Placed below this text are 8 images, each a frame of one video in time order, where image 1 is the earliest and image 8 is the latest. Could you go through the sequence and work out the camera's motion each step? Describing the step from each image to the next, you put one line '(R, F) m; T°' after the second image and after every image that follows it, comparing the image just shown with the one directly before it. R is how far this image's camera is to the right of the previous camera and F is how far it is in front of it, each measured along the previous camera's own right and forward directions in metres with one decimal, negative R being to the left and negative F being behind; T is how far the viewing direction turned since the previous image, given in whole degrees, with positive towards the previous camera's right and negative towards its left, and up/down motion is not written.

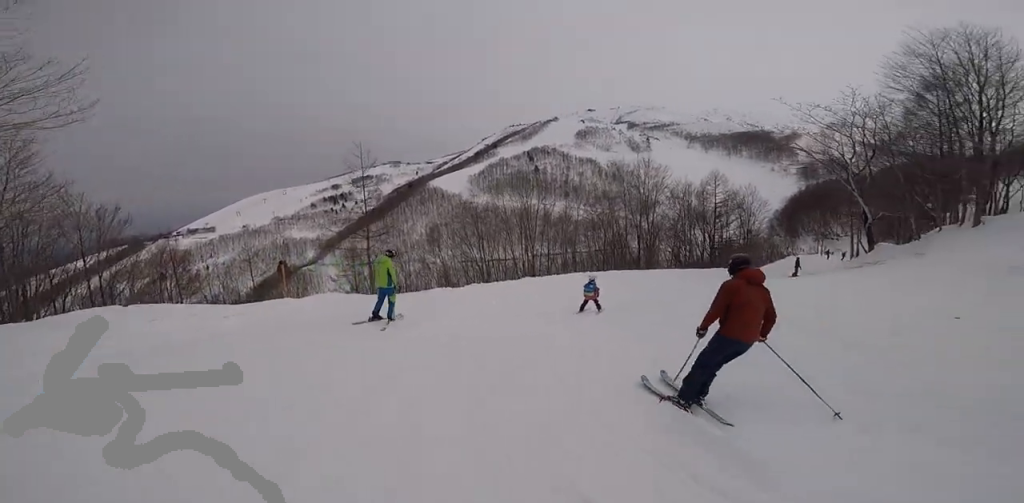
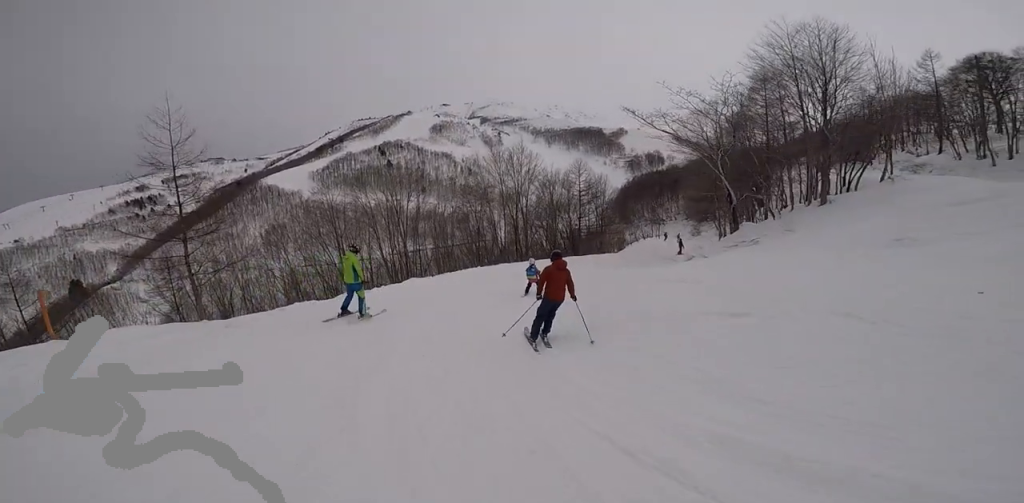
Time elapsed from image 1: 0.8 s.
(+0.3, +3.0) m; +16°
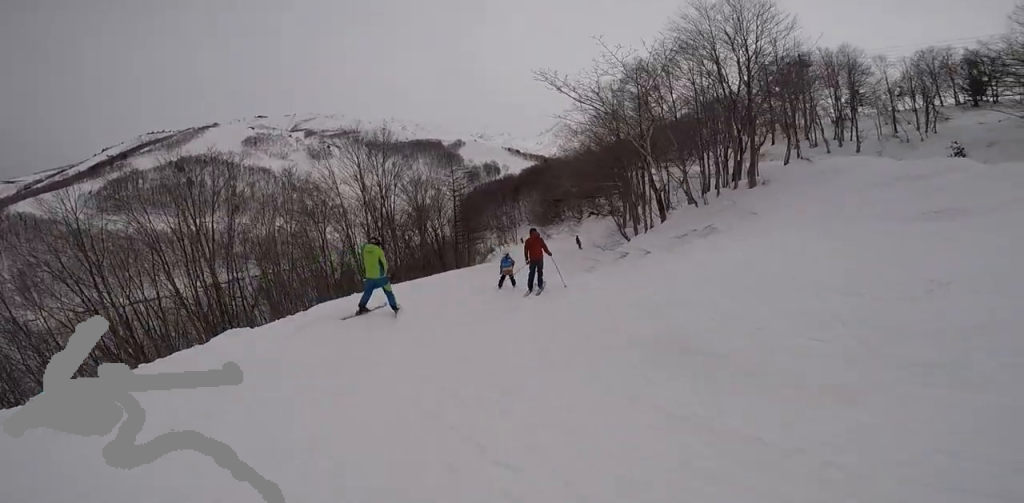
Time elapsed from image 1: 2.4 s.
(+1.4, +6.4) m; +21°
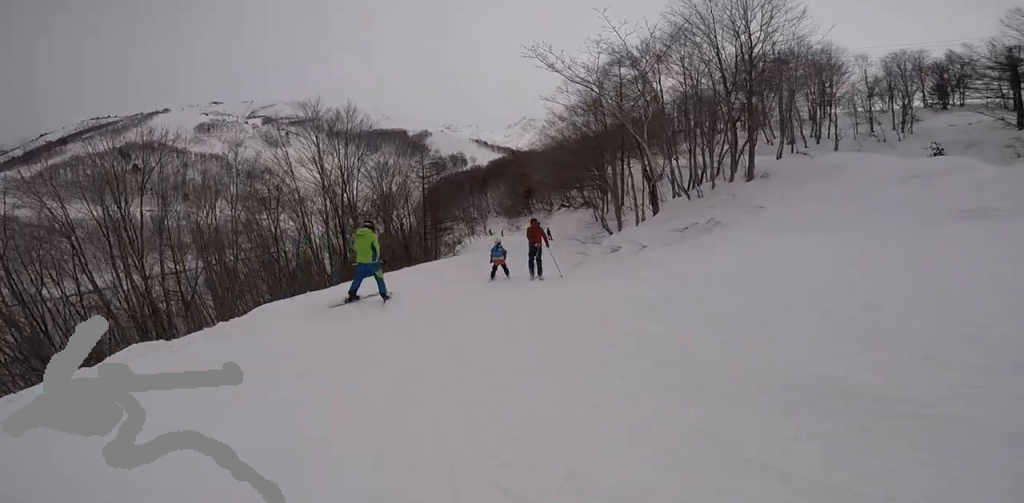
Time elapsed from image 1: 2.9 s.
(+0.2, +1.9) m; +8°
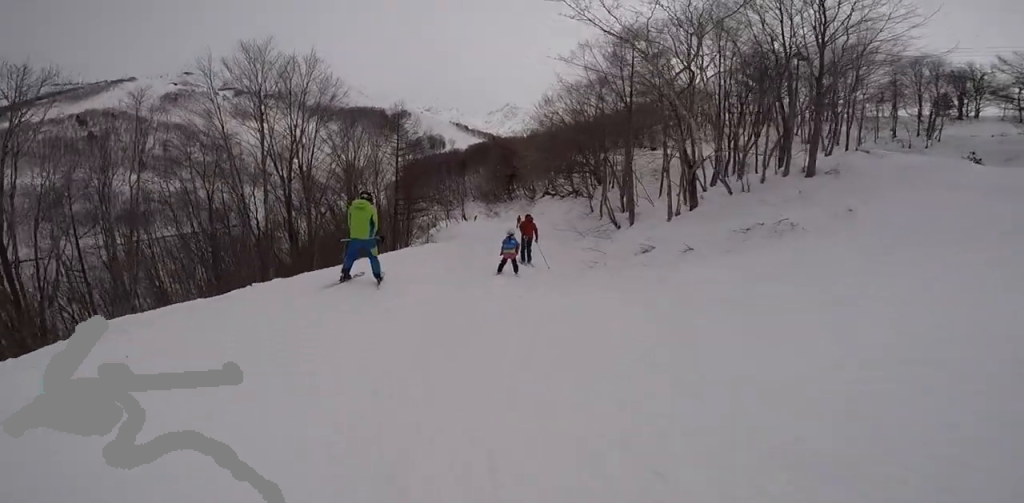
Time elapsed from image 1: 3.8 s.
(+0.5, +3.9) m; +18°
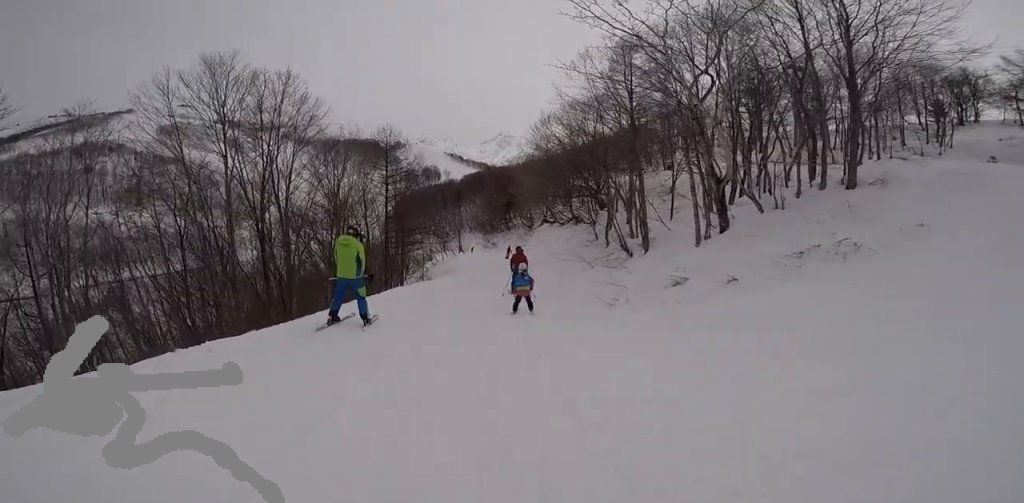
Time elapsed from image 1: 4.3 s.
(+0.4, +1.9) m; +8°
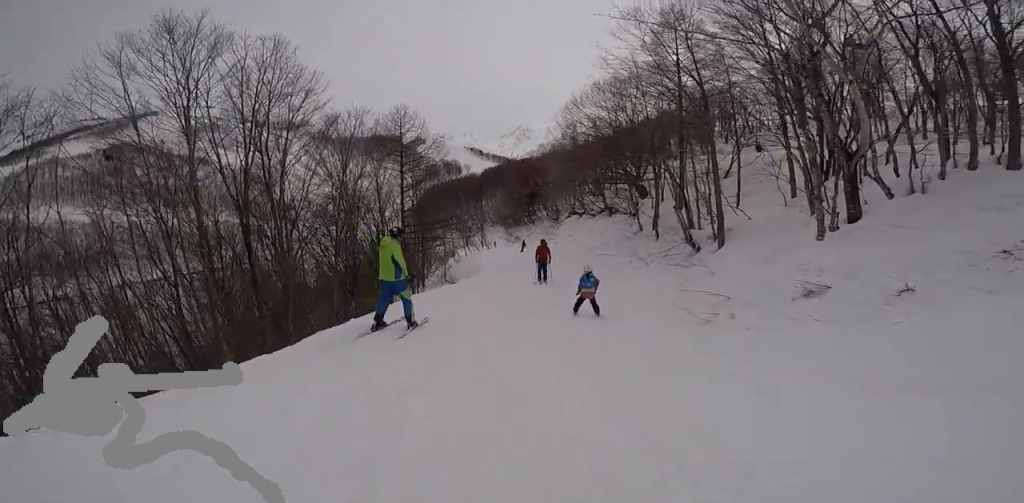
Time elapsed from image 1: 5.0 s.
(+0.3, +3.2) m; +6°
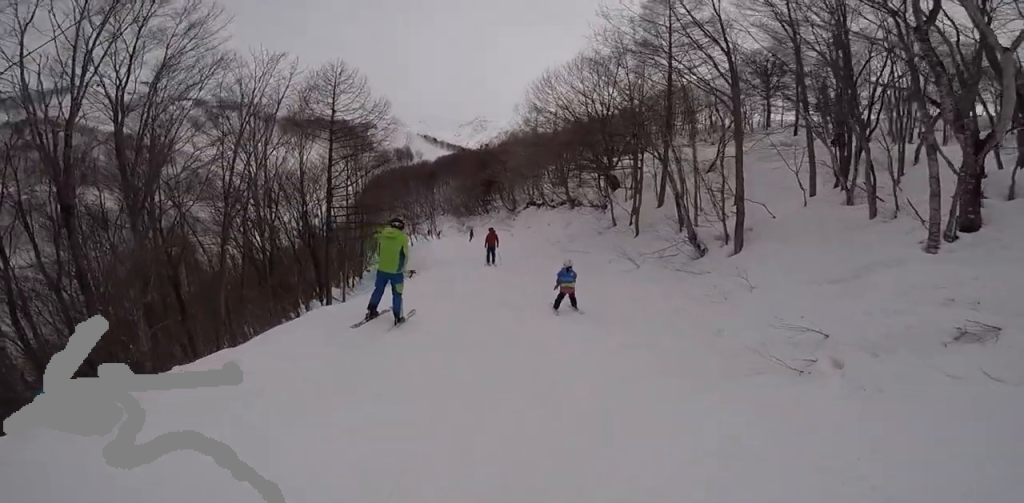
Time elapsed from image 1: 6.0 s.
(+0.1, +3.9) m; -1°
